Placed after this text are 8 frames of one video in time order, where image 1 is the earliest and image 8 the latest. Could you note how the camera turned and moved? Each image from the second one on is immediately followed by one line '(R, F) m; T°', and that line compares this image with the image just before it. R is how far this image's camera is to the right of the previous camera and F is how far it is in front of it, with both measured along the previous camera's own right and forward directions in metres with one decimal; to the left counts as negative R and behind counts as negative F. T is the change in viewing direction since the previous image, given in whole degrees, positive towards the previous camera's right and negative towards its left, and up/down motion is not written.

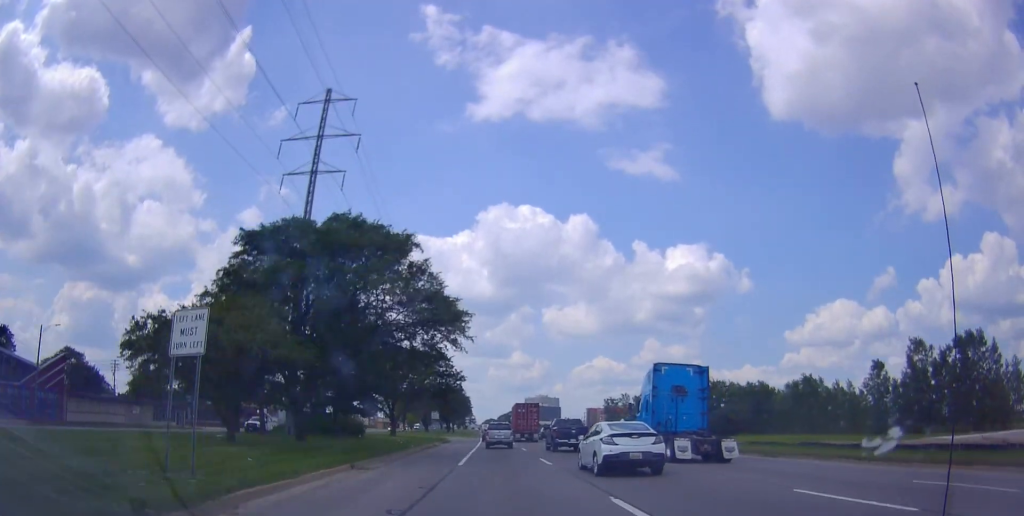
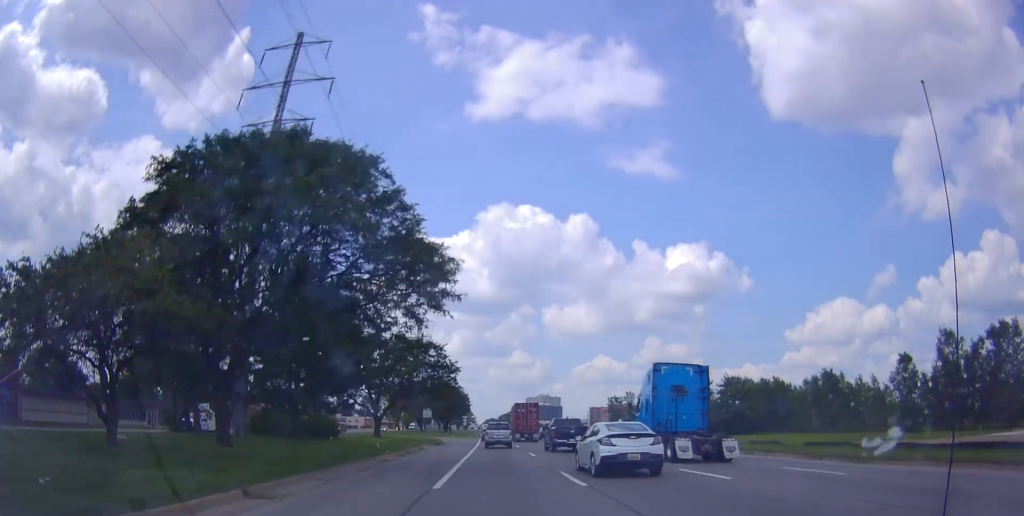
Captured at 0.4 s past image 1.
(+0.1, +8.1) m; +1°
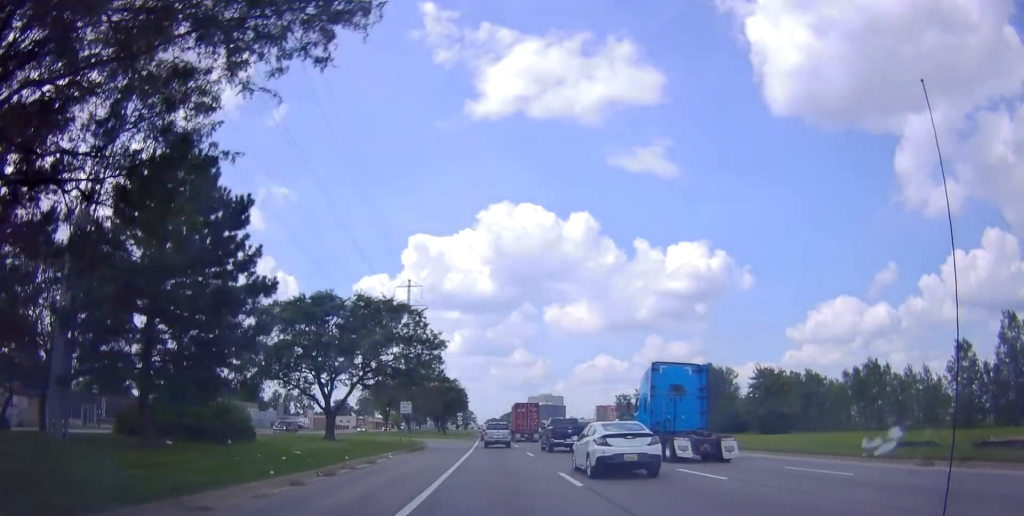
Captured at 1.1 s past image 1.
(0.0, +15.2) m; 0°
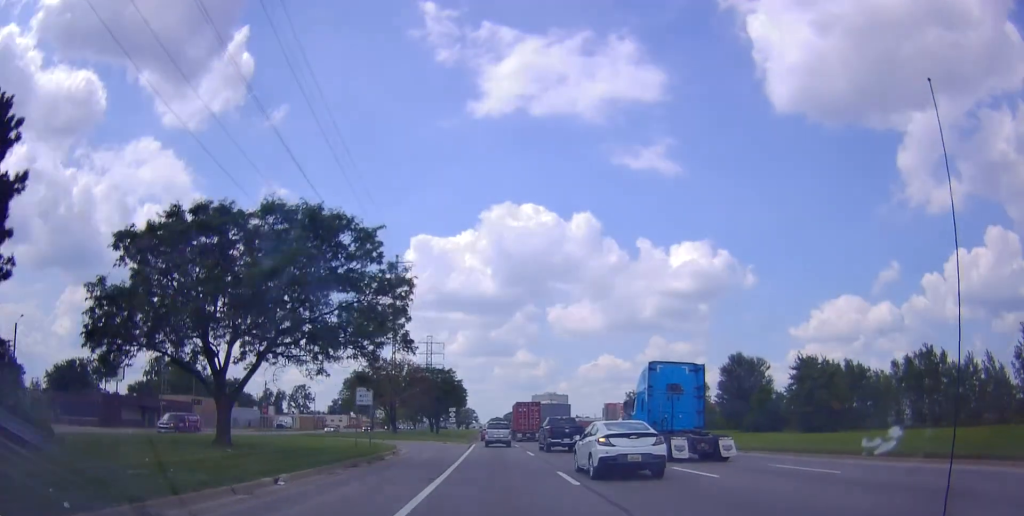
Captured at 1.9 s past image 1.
(0.0, +15.2) m; 0°
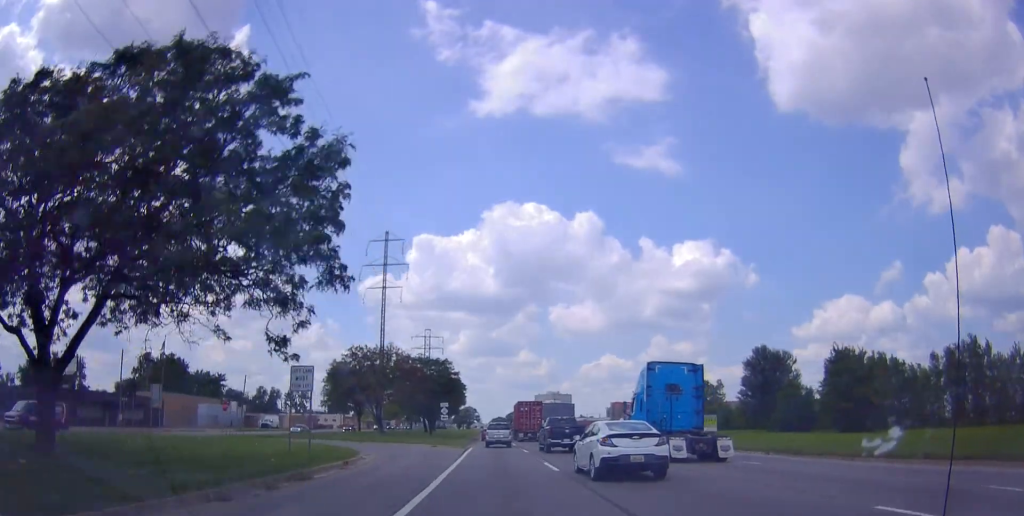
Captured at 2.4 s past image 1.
(0.0, +10.4) m; 0°
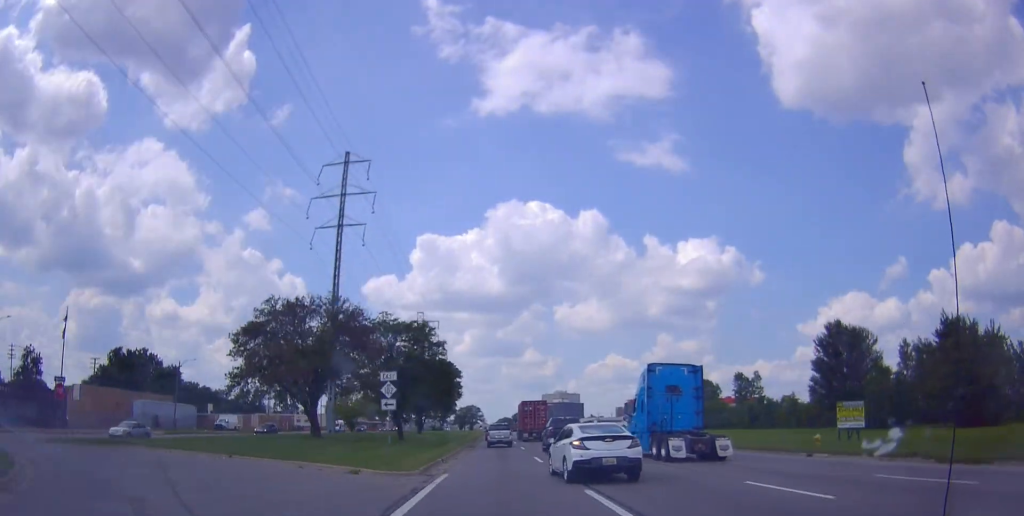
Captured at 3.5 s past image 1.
(0.0, +24.6) m; 0°
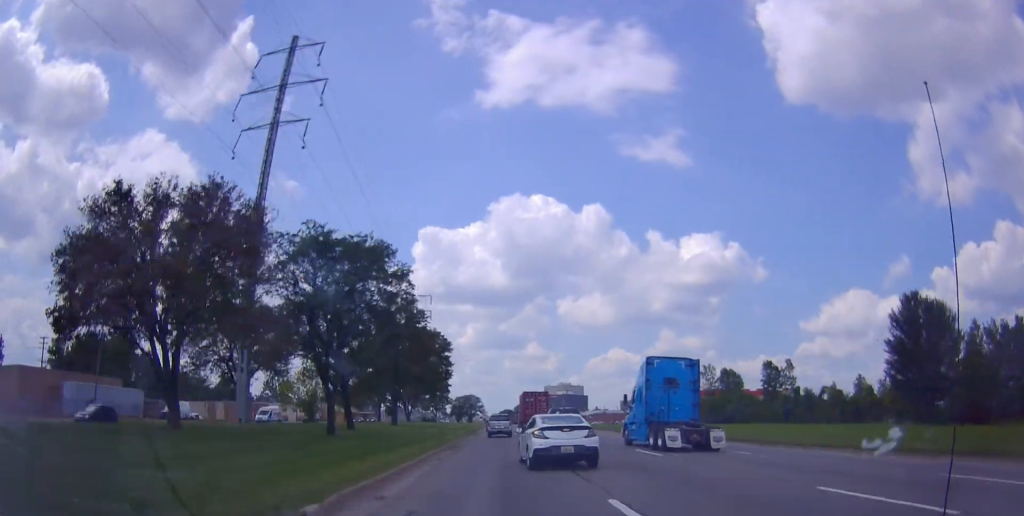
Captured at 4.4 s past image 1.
(0.0, +19.1) m; -1°
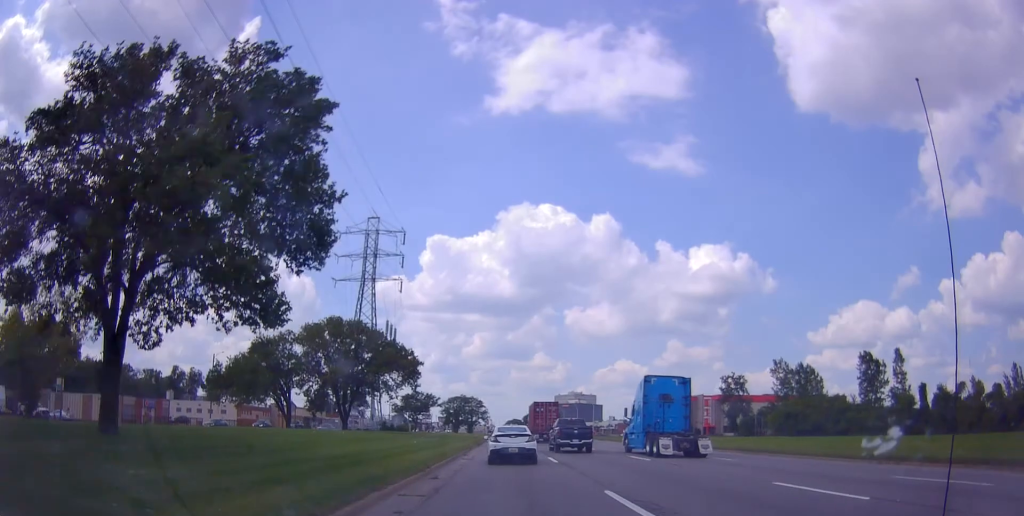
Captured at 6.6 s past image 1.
(+0.1, +43.4) m; +1°
